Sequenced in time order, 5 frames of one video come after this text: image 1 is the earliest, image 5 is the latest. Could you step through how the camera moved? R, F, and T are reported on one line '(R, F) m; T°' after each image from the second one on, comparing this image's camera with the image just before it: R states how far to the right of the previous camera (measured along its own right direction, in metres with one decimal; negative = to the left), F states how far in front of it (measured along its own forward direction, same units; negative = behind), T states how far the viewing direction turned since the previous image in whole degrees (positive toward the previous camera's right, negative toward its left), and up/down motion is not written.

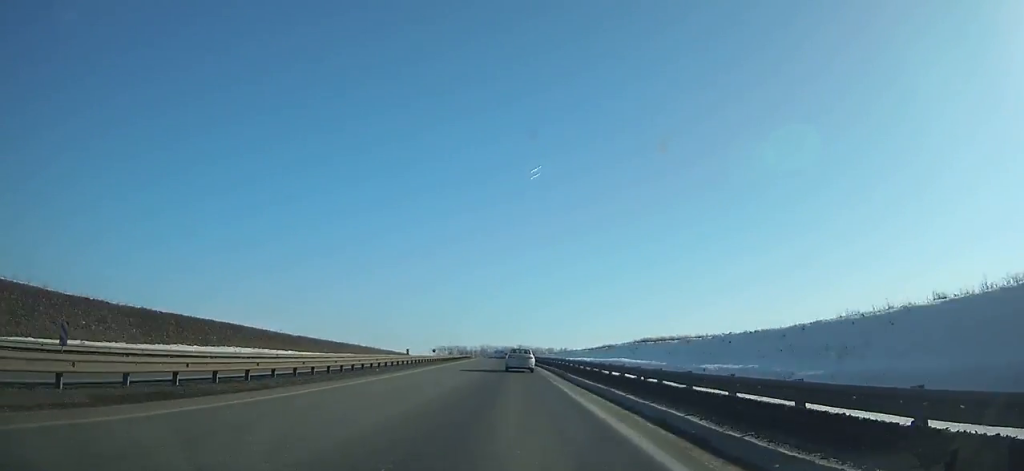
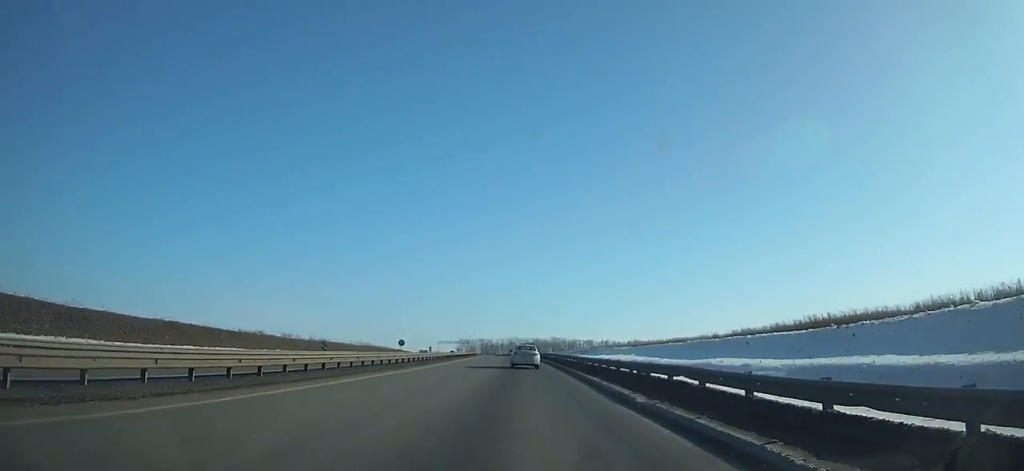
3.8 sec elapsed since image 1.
(-1.8, +91.7) m; -2°
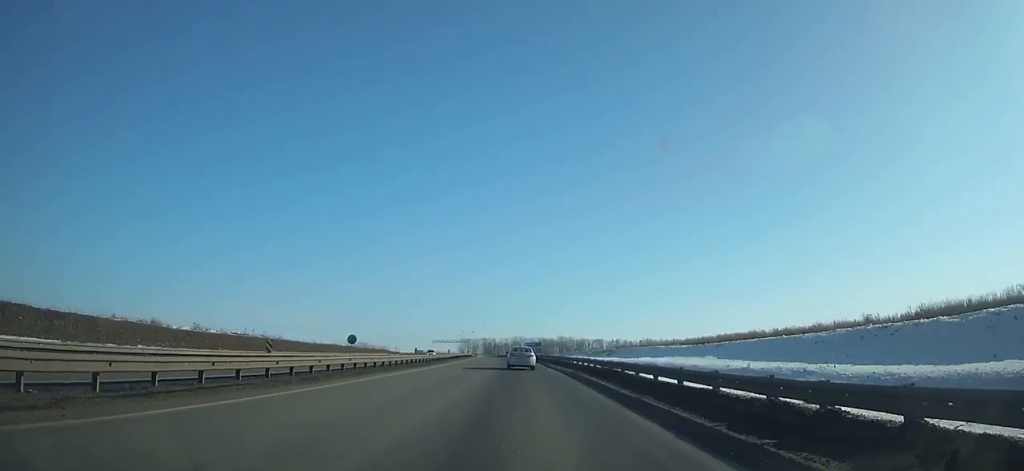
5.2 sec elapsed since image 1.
(-0.3, +33.5) m; -1°
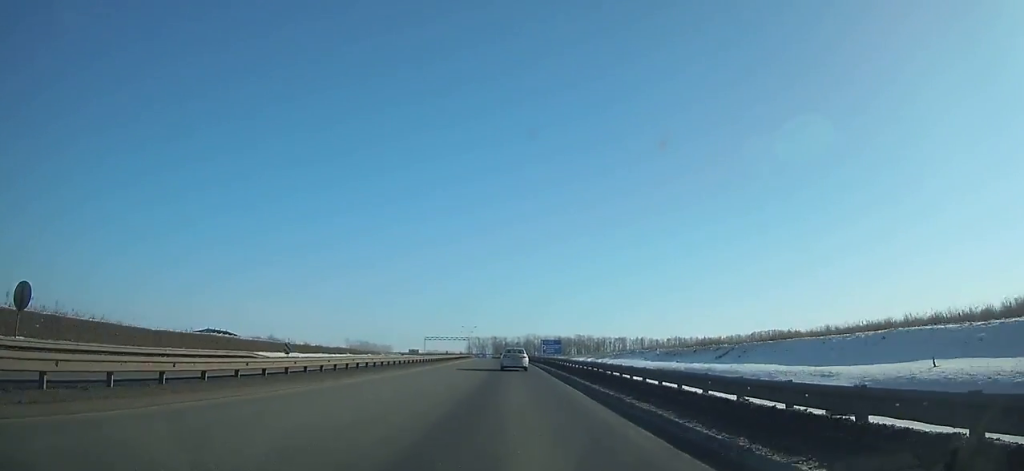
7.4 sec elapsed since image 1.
(-0.3, +52.5) m; -2°
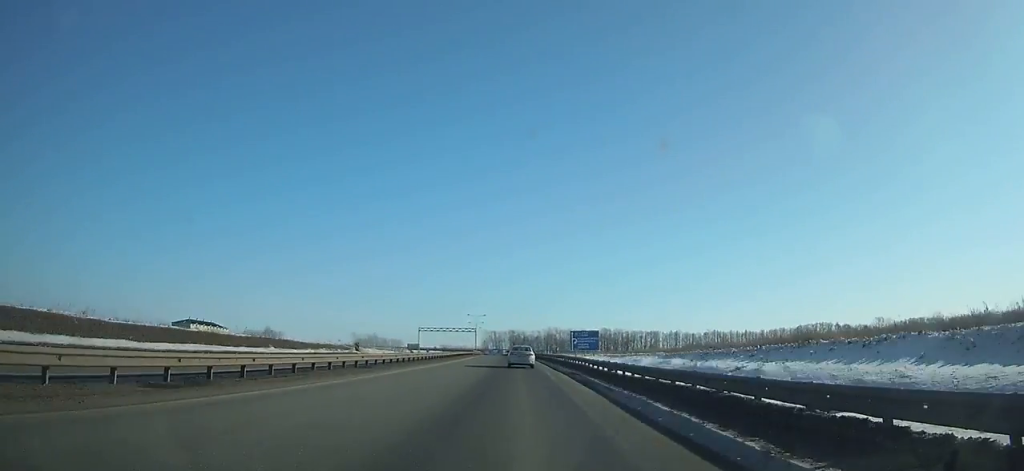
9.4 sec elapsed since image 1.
(-0.9, +47.5) m; -2°
